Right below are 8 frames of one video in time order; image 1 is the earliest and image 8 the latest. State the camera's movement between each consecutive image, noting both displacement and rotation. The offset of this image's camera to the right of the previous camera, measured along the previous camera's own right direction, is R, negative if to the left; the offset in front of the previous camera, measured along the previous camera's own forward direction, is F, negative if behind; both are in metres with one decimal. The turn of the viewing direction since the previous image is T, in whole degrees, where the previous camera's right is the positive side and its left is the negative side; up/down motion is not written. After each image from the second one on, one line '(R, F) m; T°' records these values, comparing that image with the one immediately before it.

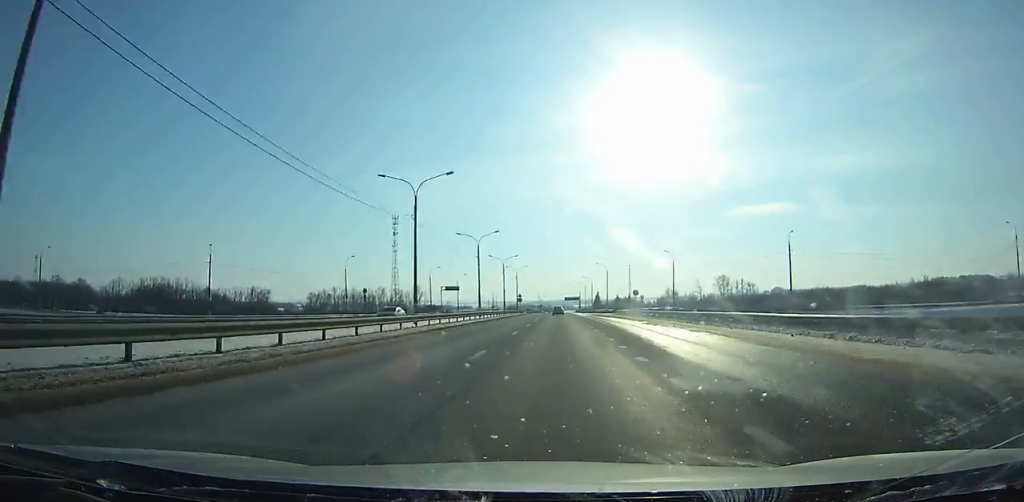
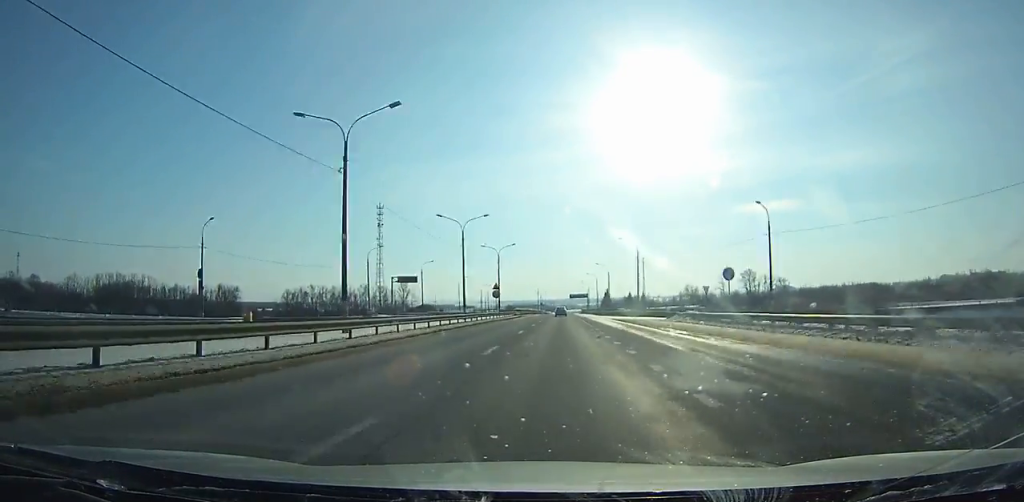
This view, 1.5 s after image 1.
(-0.2, +45.7) m; 0°
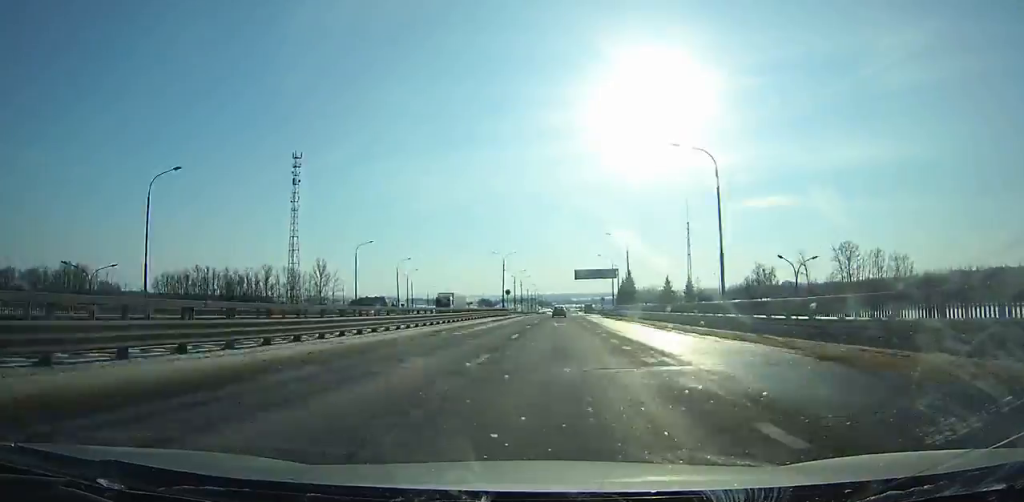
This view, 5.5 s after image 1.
(-0.1, +120.7) m; 0°
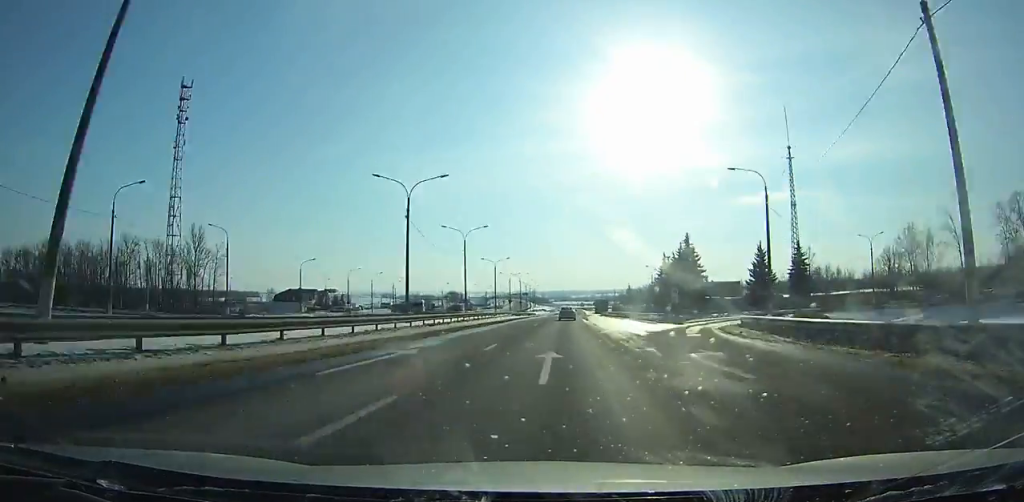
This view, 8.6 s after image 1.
(+0.2, +91.5) m; +1°
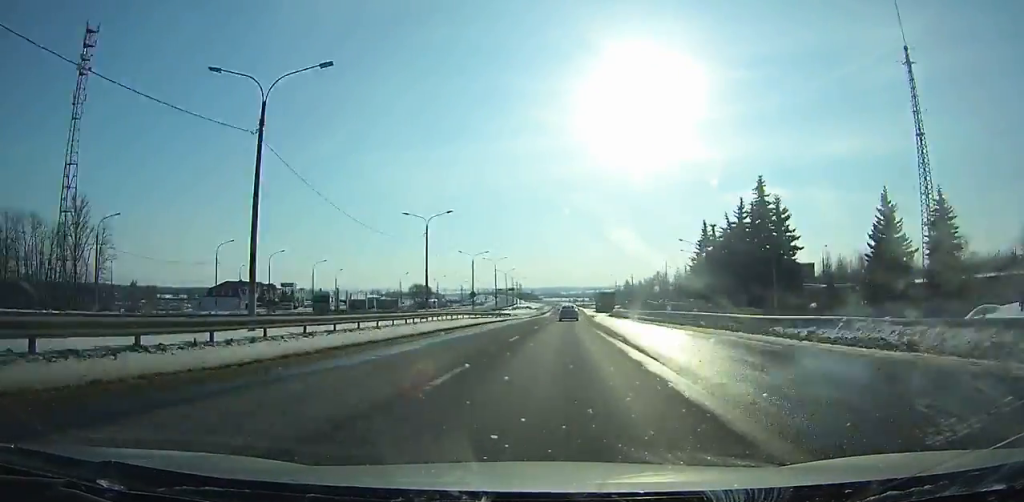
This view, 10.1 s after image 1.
(+0.7, +42.9) m; +1°
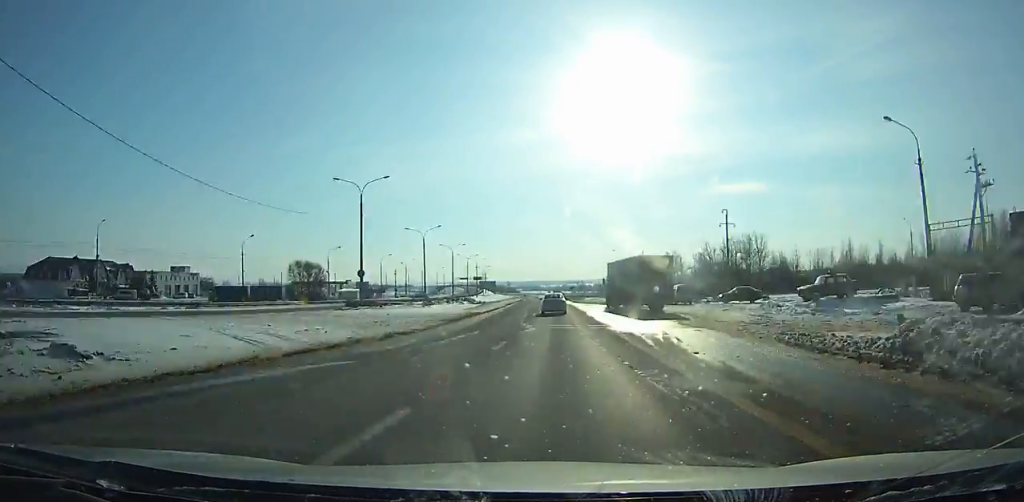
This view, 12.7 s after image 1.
(+0.8, +72.9) m; 0°
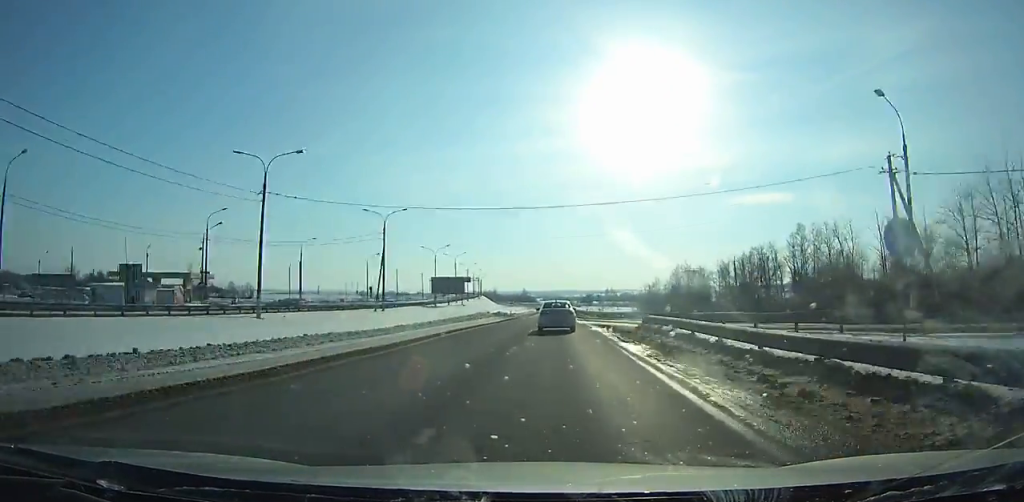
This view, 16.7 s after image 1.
(-1.1, +106.0) m; -1°
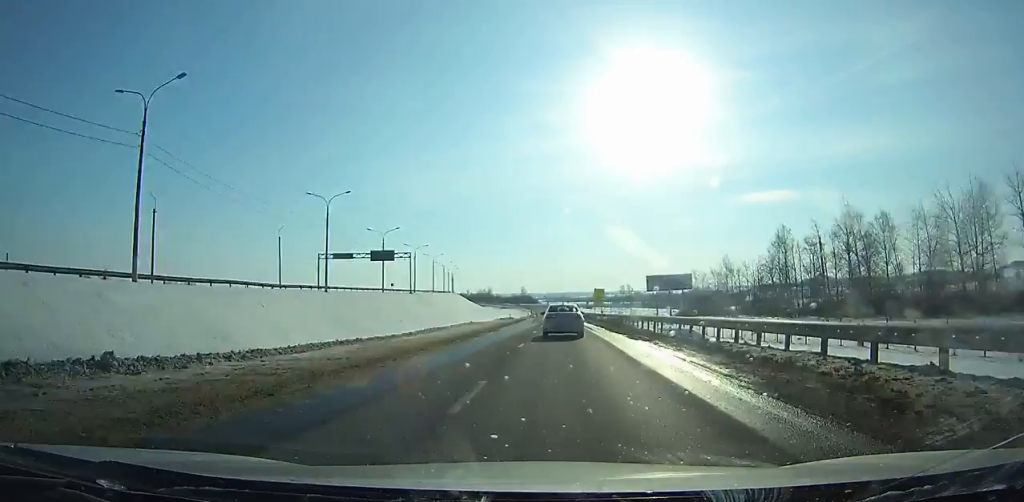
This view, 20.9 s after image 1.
(-0.8, +105.9) m; -1°
